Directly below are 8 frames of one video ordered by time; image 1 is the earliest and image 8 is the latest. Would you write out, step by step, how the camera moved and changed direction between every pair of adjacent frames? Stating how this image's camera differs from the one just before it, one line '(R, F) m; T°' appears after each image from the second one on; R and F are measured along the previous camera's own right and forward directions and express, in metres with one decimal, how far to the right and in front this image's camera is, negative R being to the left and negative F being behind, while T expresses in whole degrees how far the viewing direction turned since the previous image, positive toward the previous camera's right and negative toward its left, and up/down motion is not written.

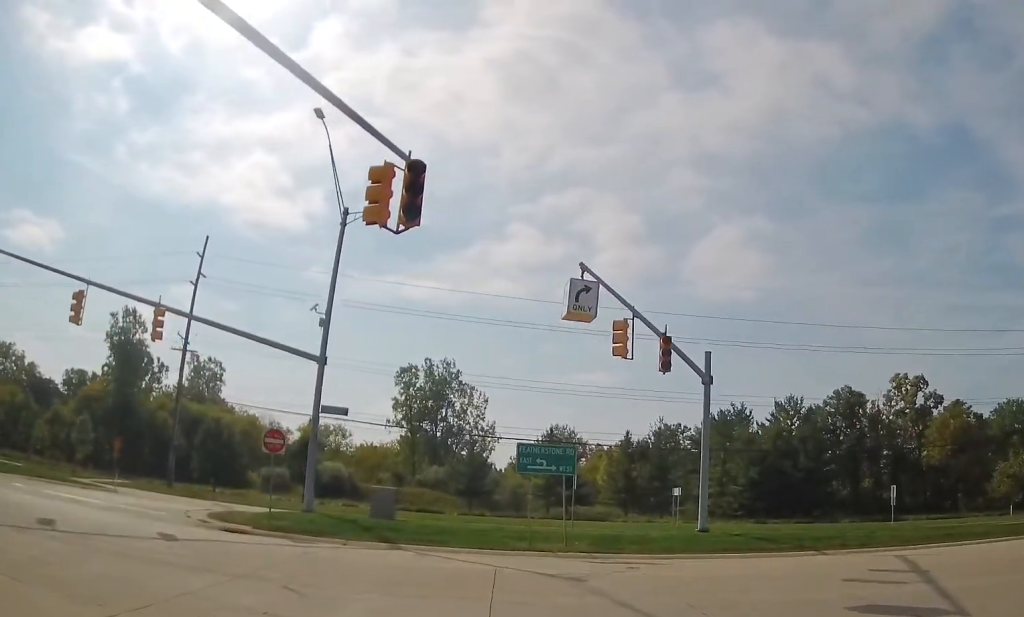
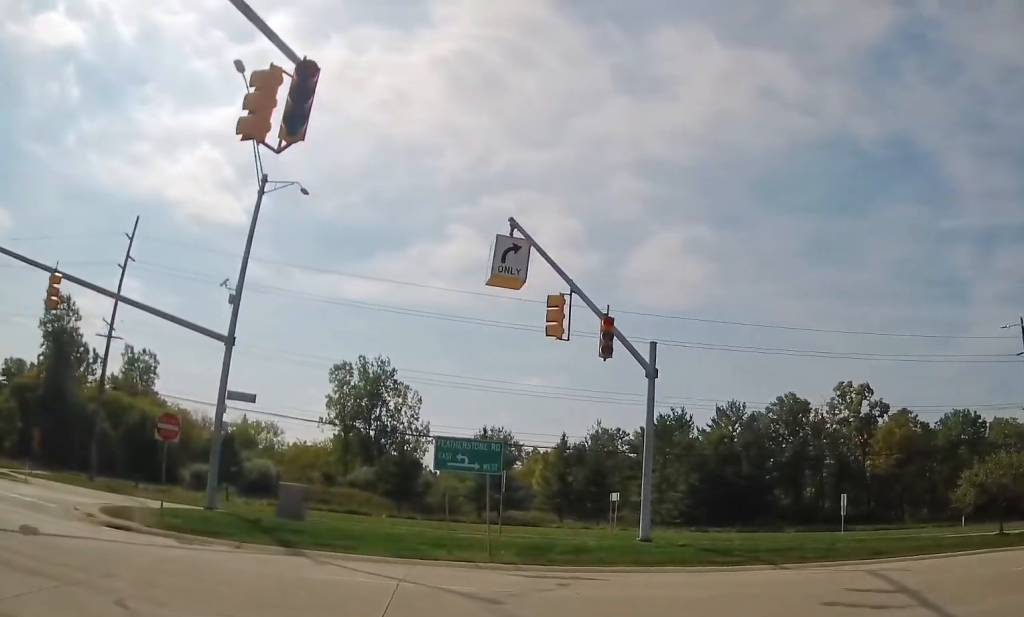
(+0.1, +2.2) m; +9°
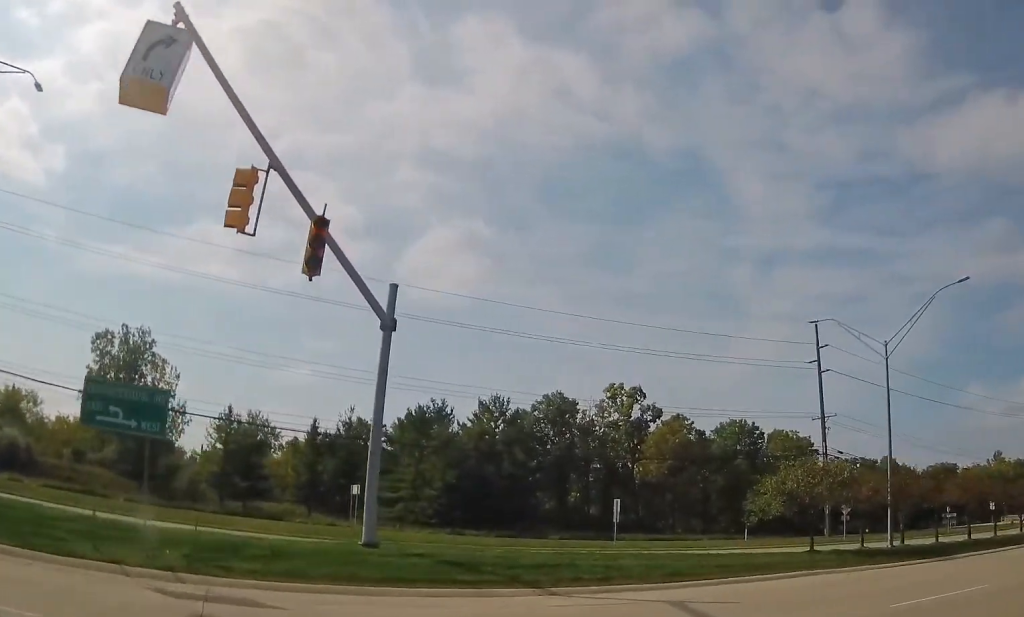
(+0.5, +4.7) m; +11°
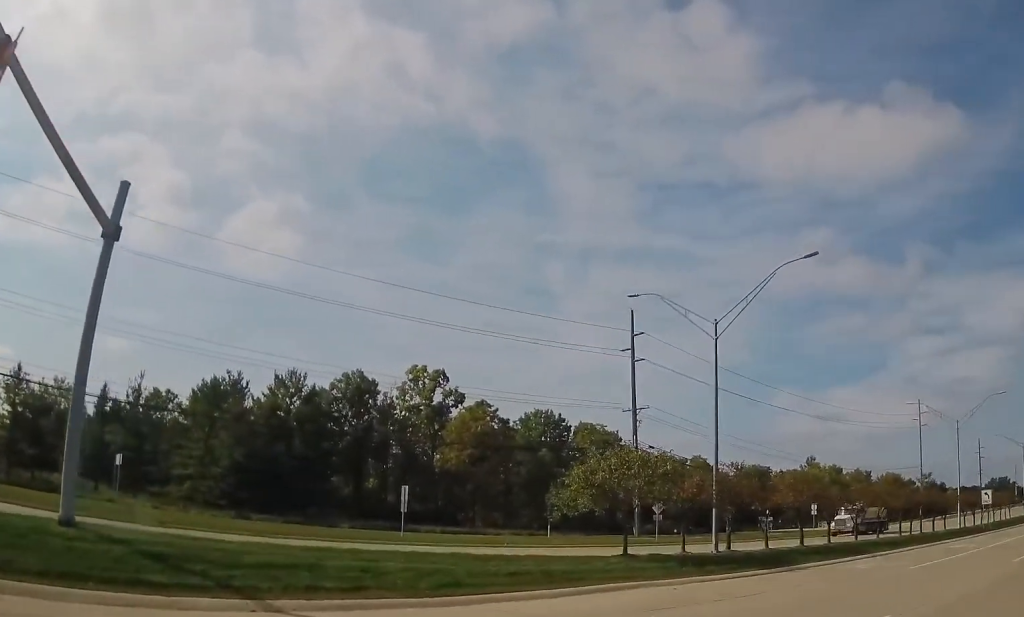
(0.0, +4.0) m; +11°
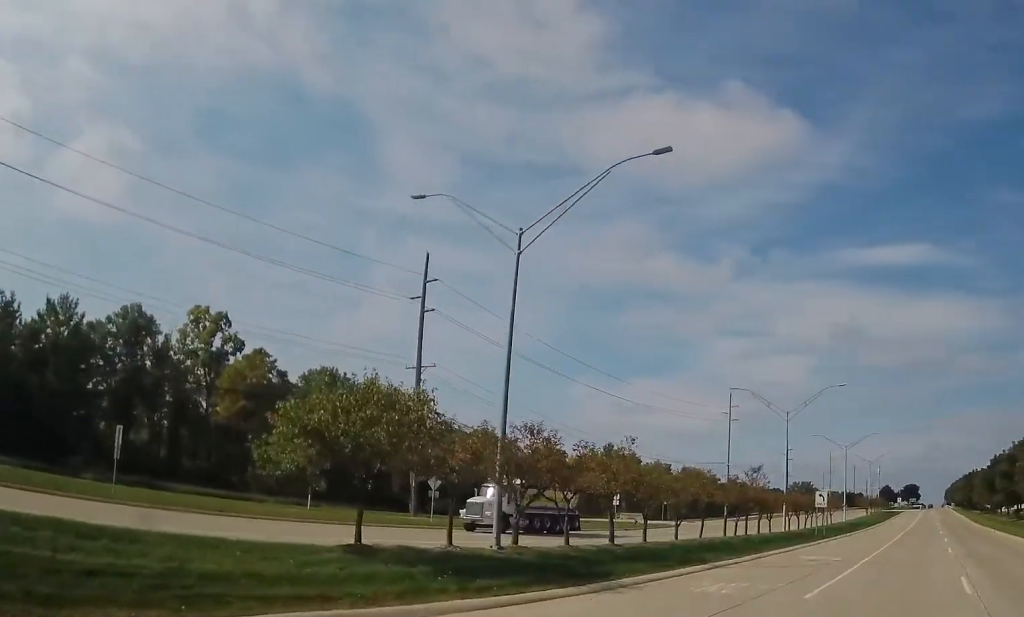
(+1.4, +7.8) m; +20°
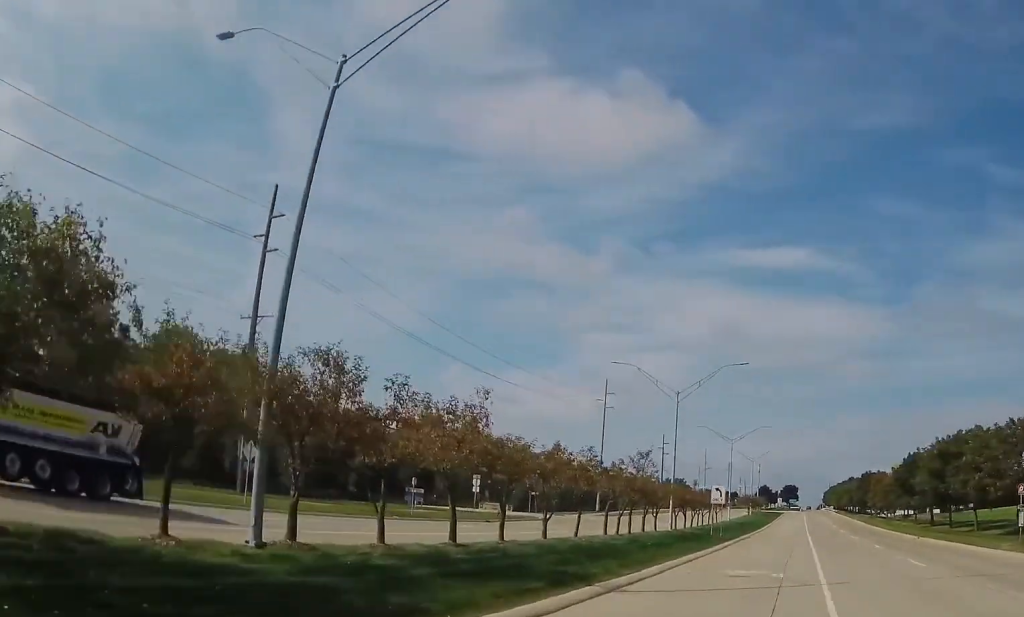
(+0.9, +8.1) m; +8°
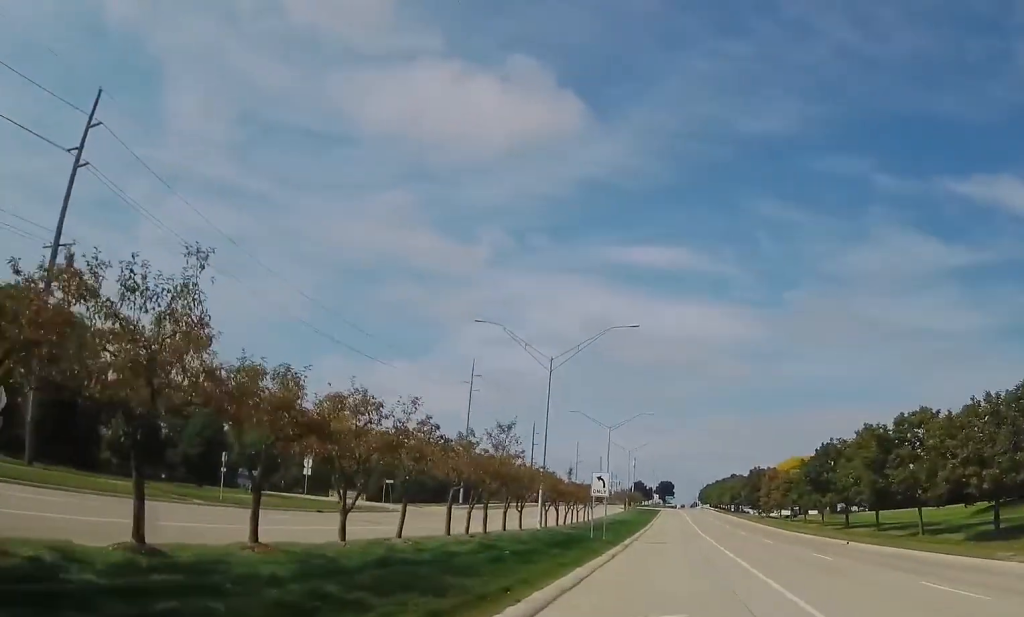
(+0.2, +10.1) m; +8°
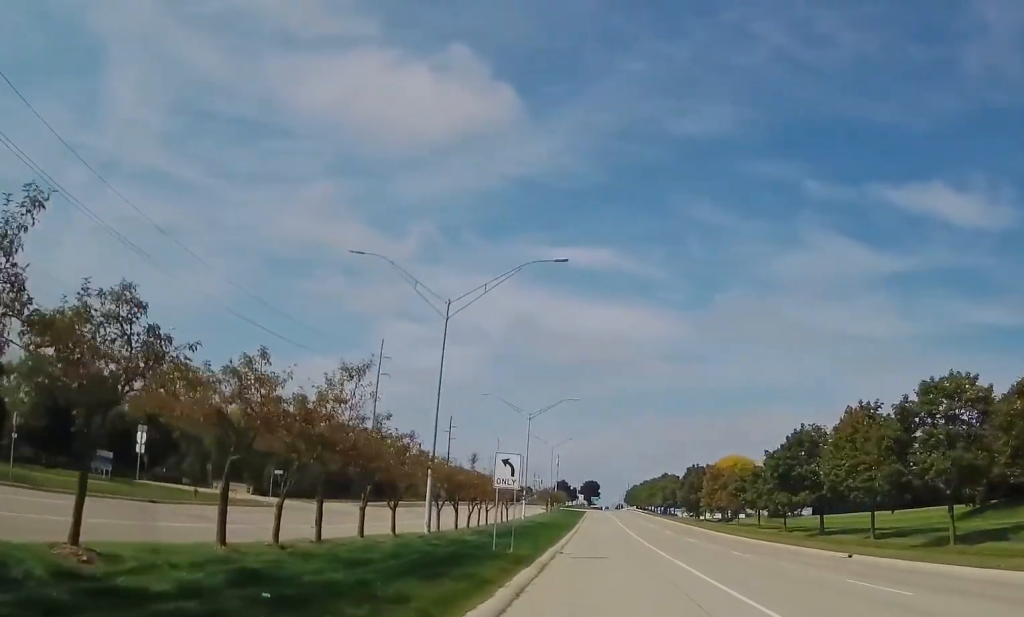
(+1.3, +12.3) m; +9°
